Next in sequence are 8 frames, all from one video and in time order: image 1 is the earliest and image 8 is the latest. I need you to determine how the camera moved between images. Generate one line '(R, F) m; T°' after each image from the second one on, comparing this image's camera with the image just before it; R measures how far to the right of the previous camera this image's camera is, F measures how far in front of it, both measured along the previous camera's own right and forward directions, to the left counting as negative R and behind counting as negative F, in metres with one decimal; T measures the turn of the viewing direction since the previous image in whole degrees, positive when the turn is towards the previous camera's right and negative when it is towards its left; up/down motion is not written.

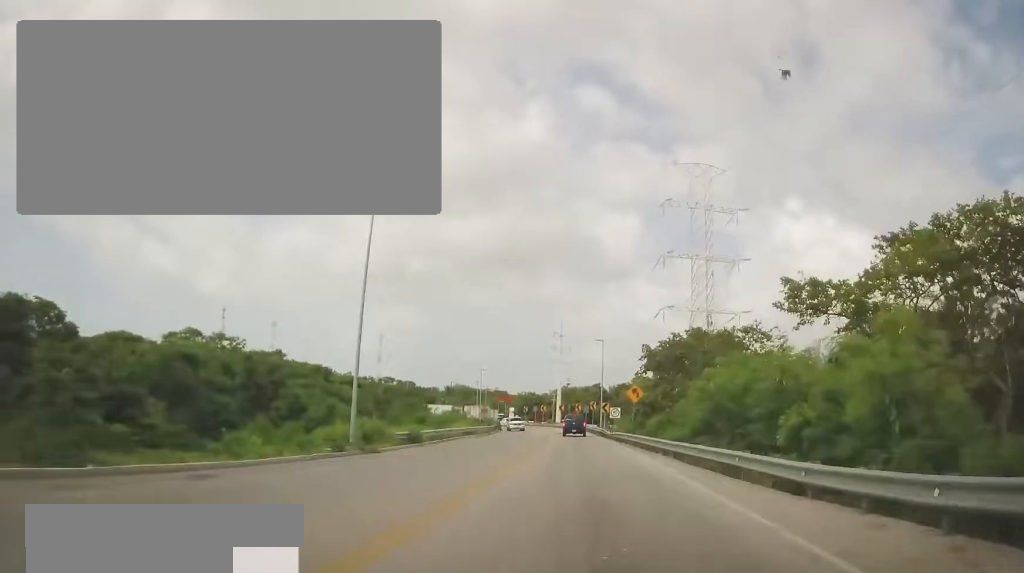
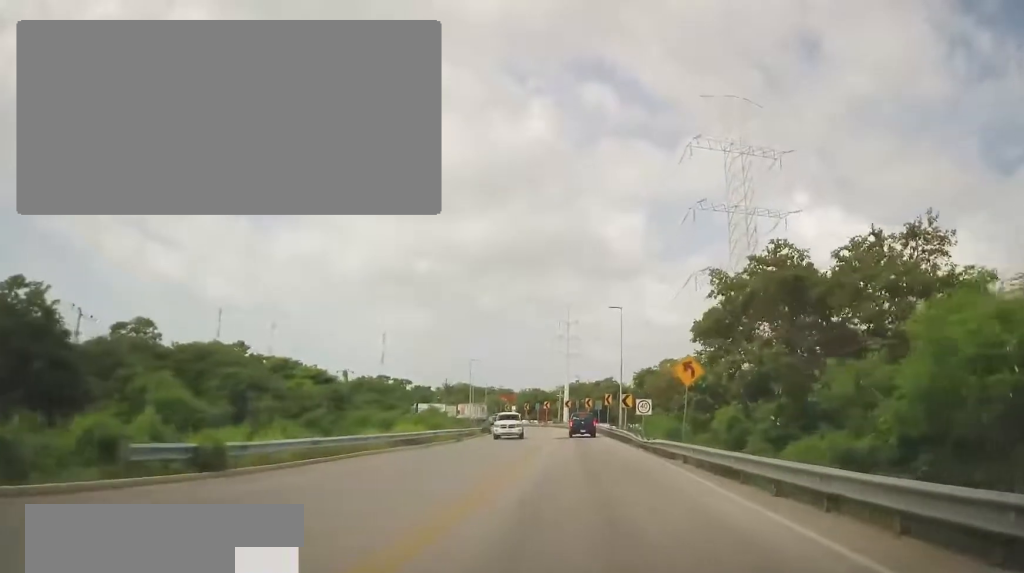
(+0.3, +16.8) m; -2°
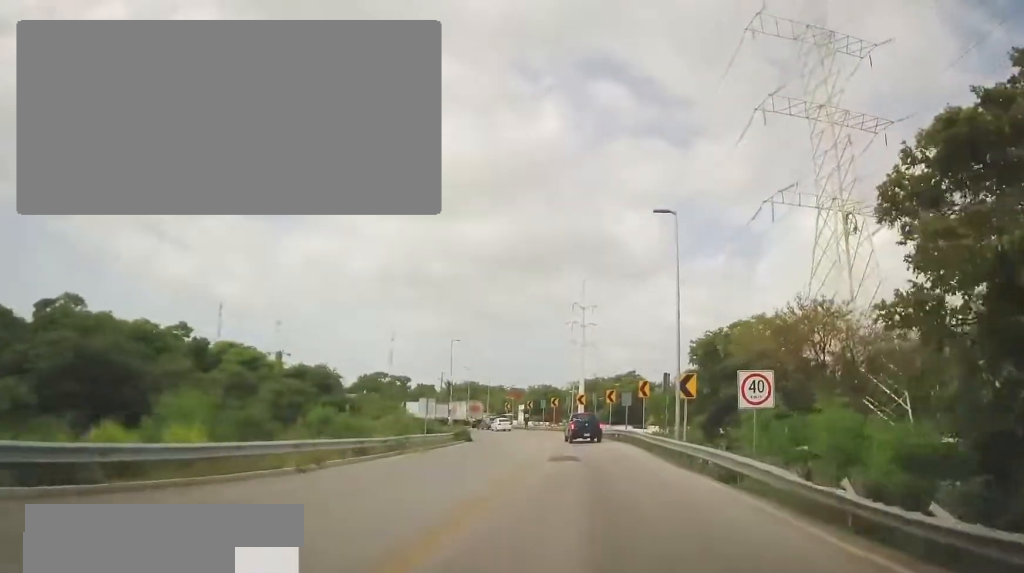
(-0.5, +20.1) m; 0°
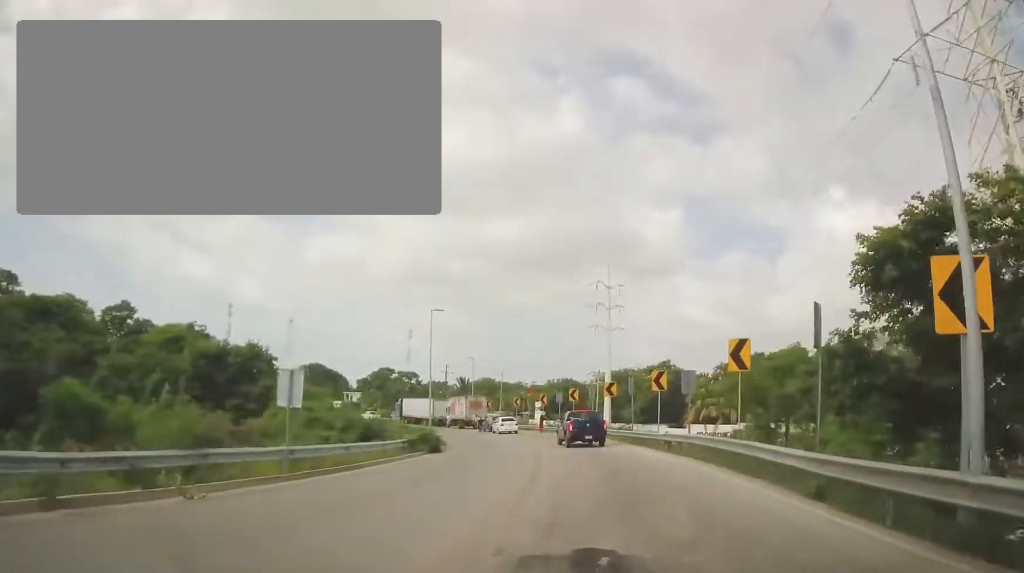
(-0.1, +17.0) m; 0°
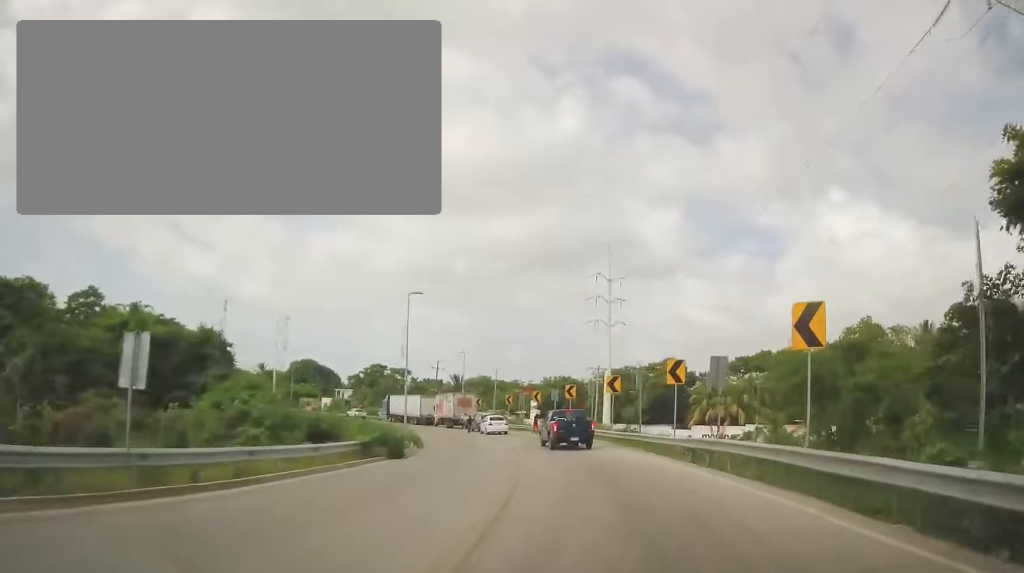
(0.0, +5.7) m; +1°
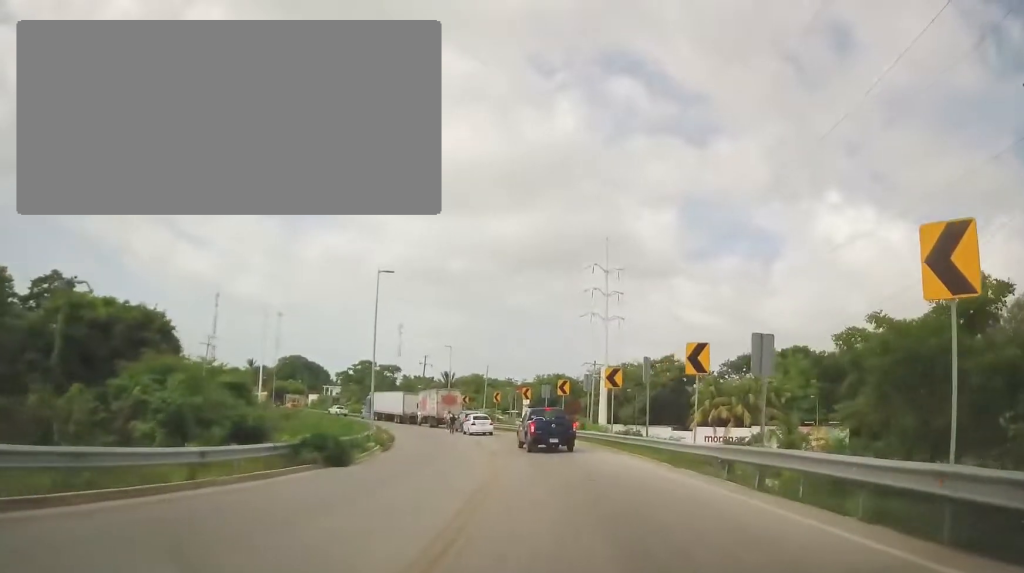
(+0.1, +5.1) m; -1°
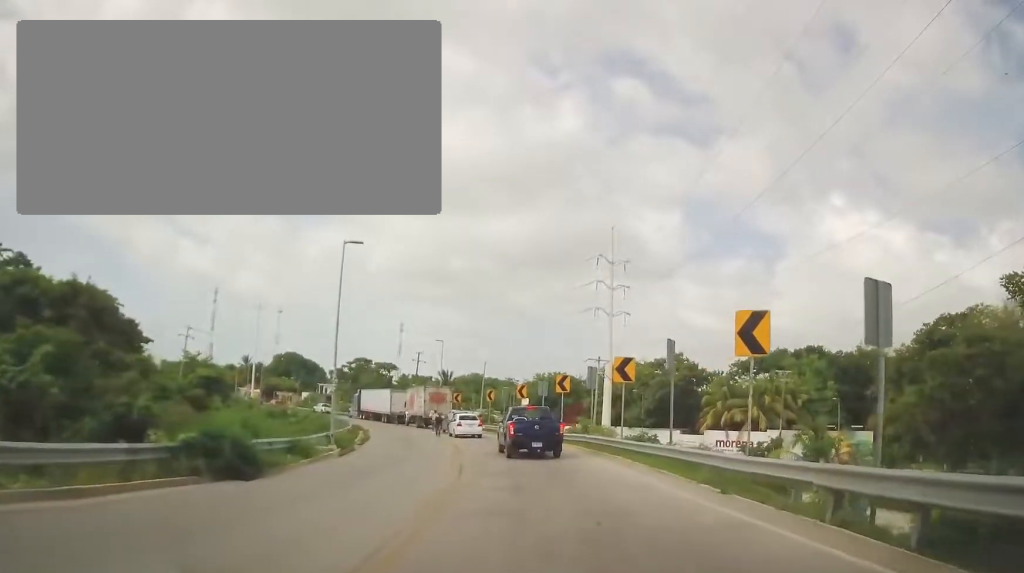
(-0.1, +5.3) m; -2°
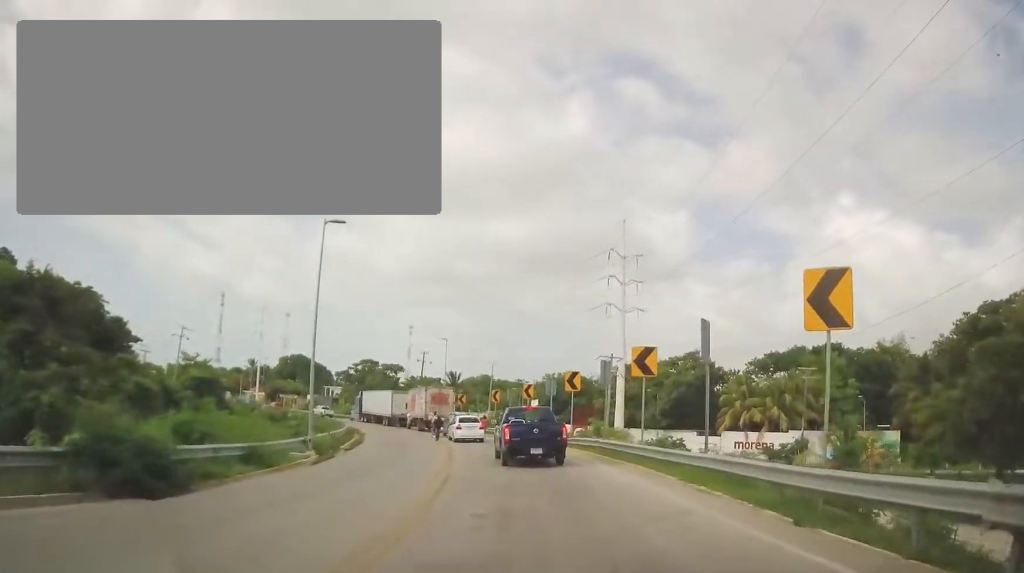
(-0.1, +3.2) m; -2°
